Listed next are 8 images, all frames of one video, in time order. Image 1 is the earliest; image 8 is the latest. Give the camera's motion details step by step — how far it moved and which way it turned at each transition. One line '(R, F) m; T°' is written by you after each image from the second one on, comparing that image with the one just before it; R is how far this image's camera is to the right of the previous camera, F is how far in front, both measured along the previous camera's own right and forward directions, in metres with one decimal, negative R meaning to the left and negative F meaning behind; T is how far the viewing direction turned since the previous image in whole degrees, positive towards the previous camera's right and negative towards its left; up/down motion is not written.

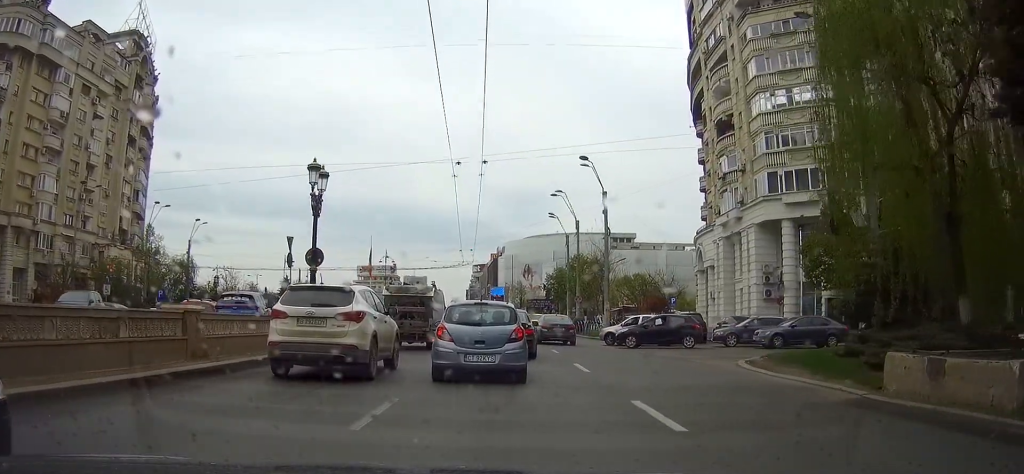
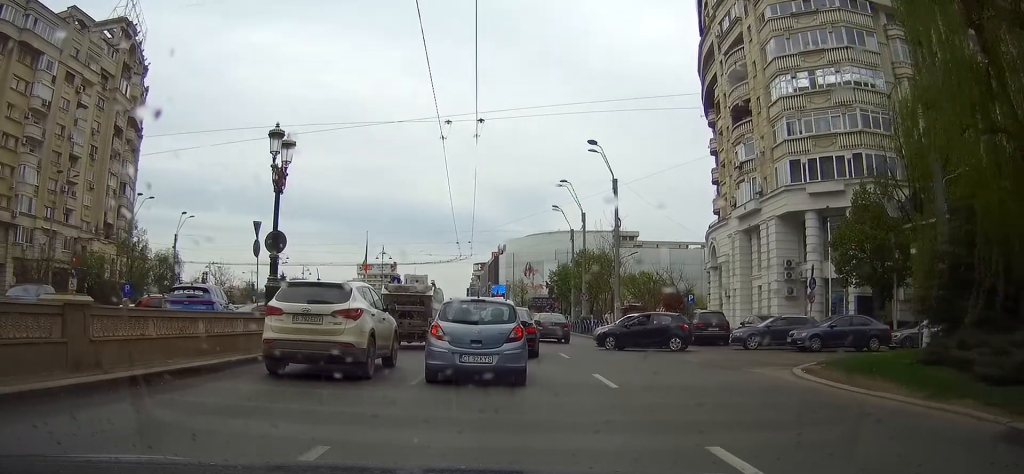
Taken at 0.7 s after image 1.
(-0.1, +4.2) m; -2°
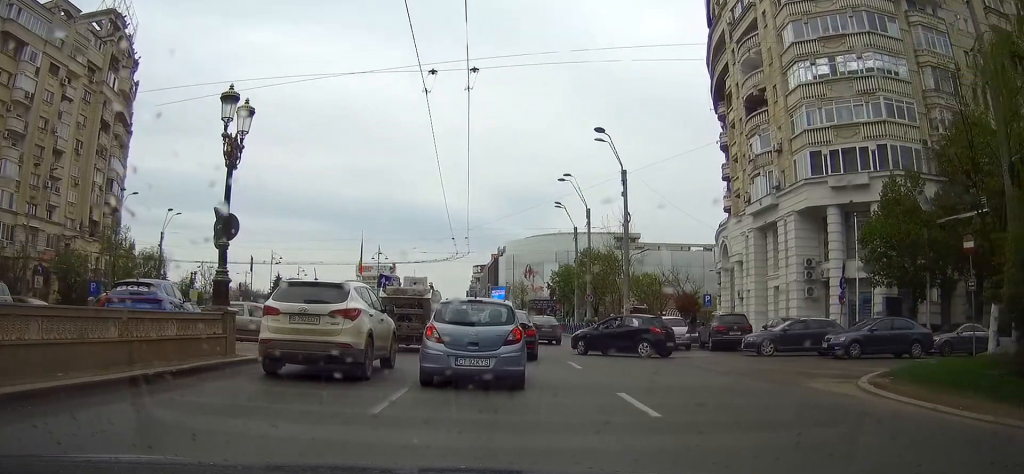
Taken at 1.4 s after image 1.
(-0.1, +3.8) m; -1°
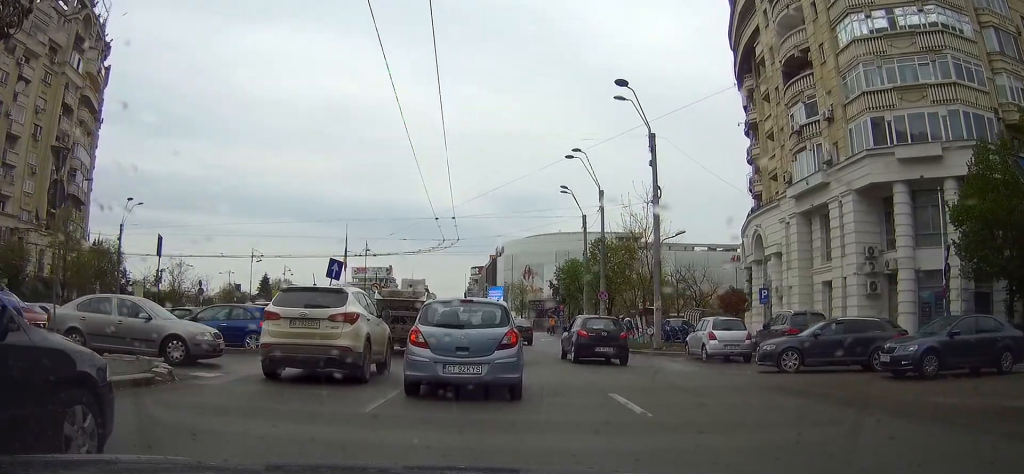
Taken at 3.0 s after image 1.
(-0.1, +9.4) m; +1°
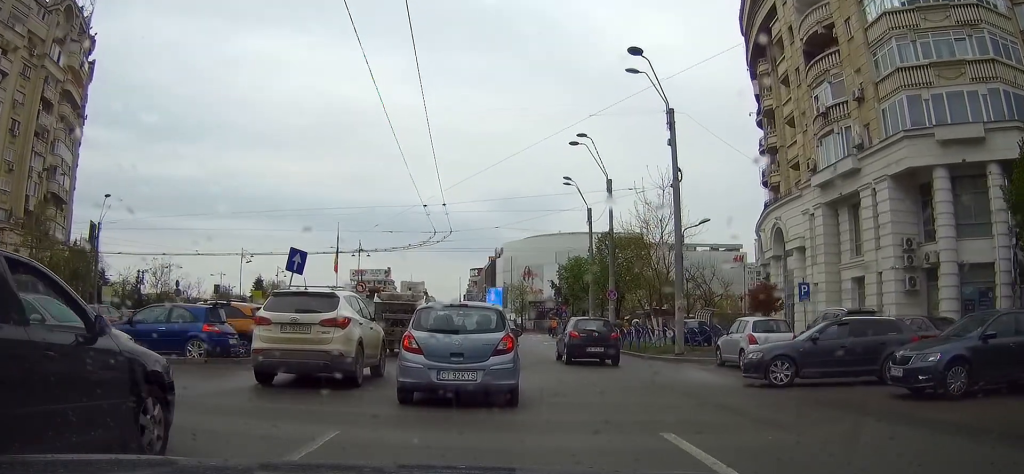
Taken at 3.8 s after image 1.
(+0.1, +4.4) m; +1°
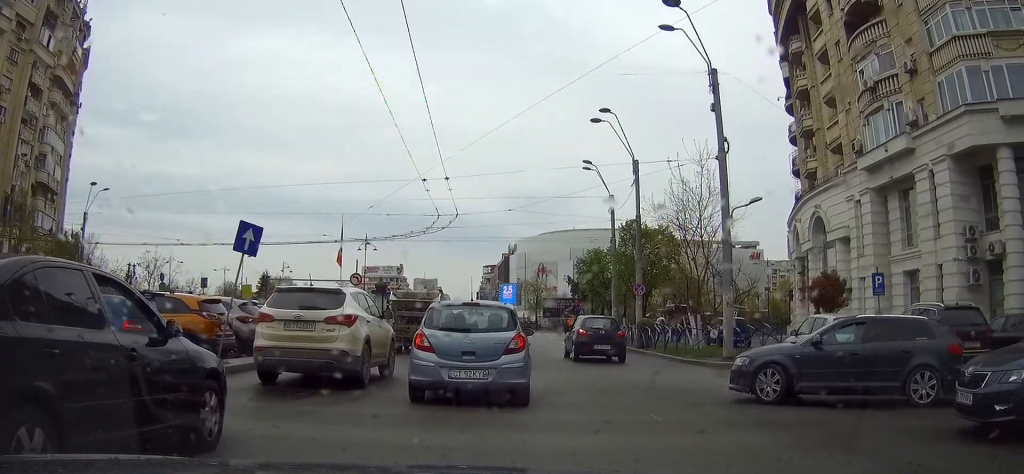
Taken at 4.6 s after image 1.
(0.0, +4.7) m; -2°
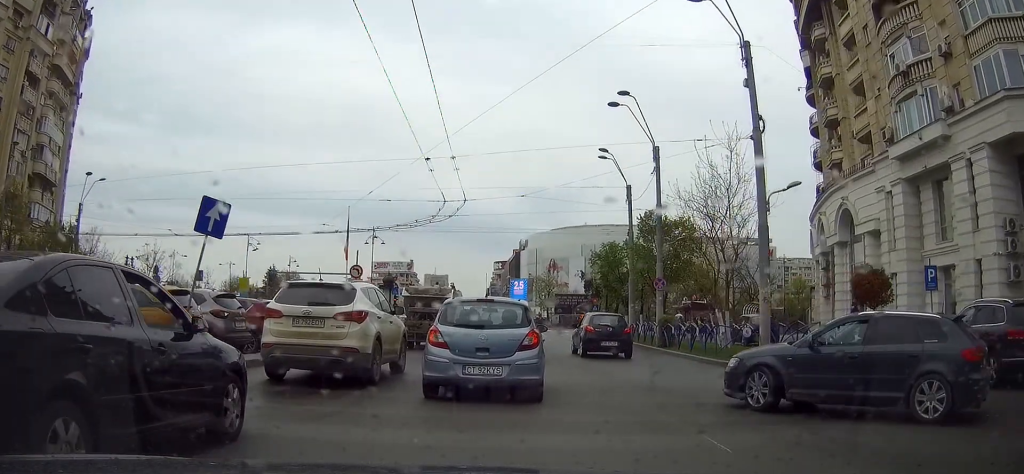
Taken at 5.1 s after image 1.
(0.0, +2.4) m; -1°
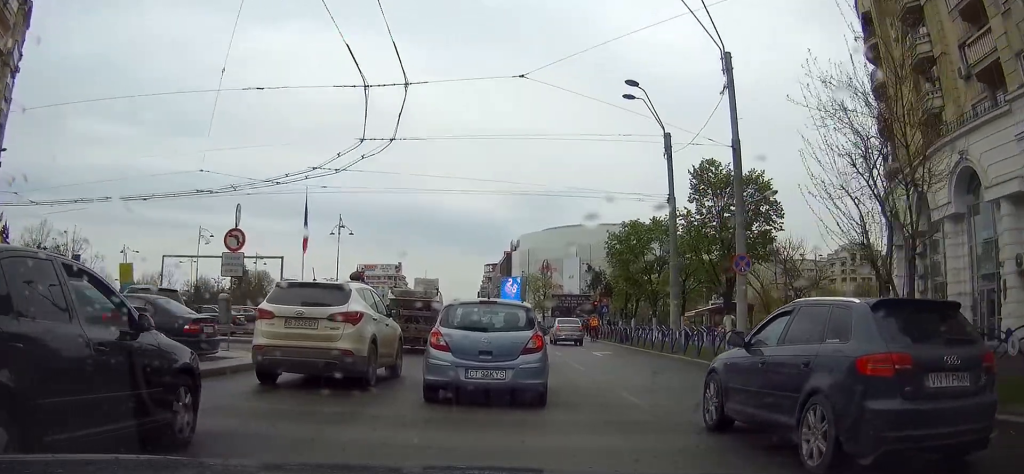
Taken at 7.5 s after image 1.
(+0.2, +14.0) m; +4°
